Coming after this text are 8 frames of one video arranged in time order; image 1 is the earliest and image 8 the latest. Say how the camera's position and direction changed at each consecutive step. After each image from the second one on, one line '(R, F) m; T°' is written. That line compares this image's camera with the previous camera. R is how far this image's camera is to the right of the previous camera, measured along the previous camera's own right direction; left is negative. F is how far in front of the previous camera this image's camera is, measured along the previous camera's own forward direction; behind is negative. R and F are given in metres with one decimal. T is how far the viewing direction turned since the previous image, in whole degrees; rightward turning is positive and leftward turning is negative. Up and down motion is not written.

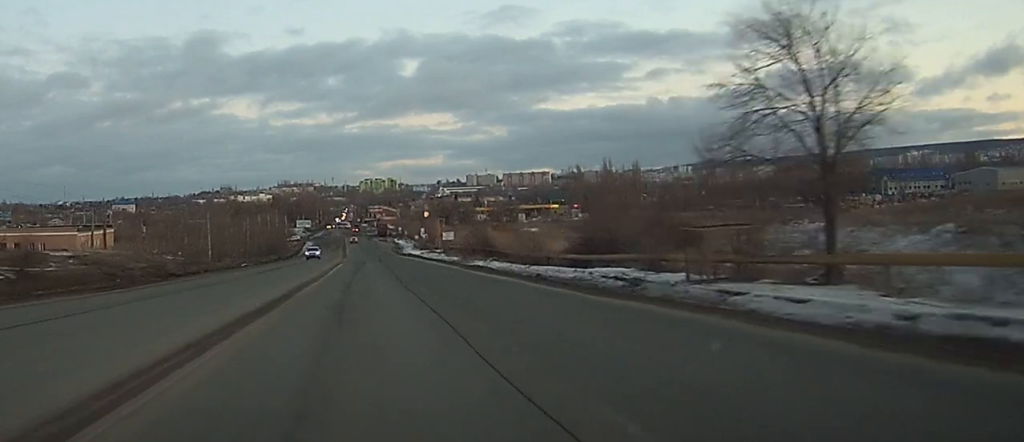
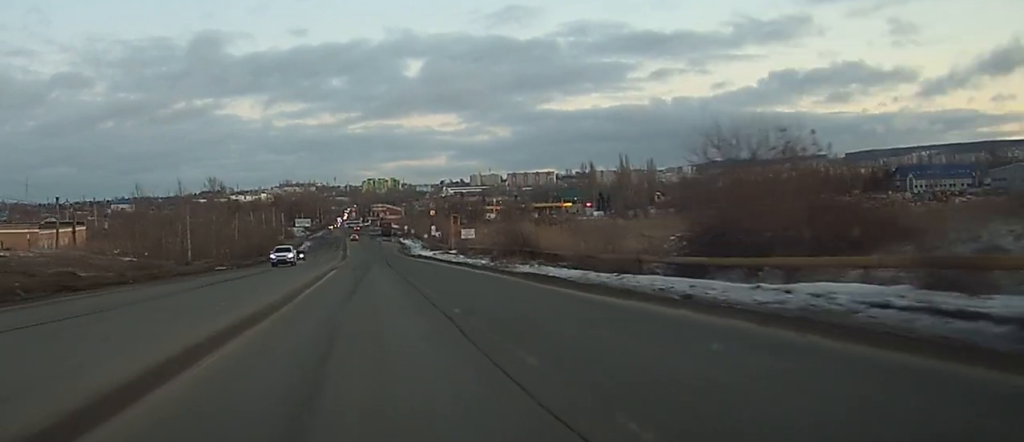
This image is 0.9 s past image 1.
(0.0, +19.7) m; 0°
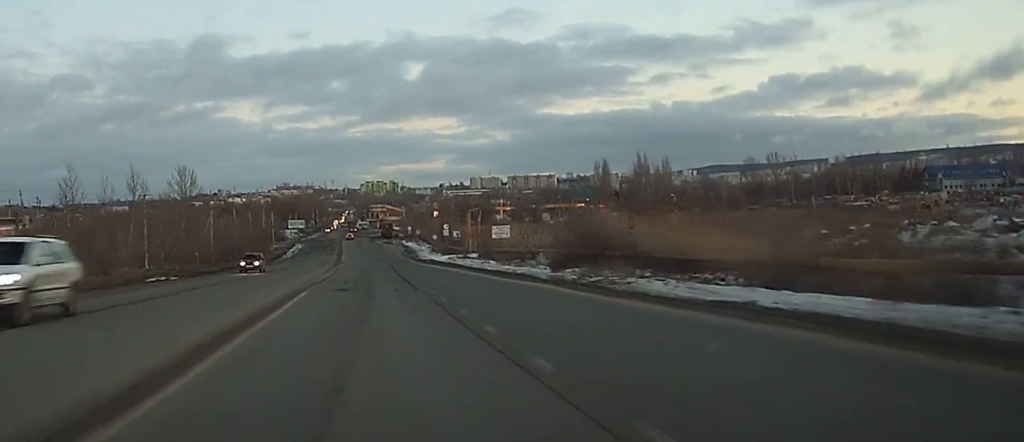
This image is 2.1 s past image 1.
(0.0, +24.5) m; 0°
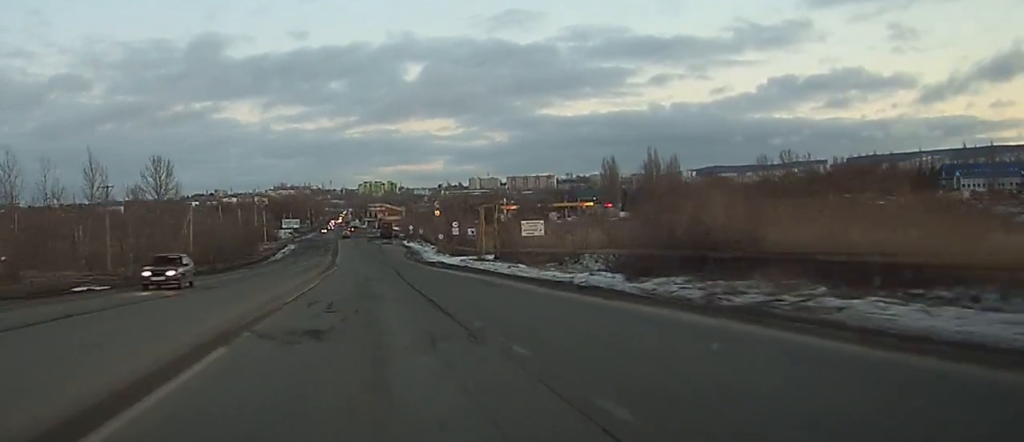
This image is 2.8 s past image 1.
(0.0, +14.6) m; 0°
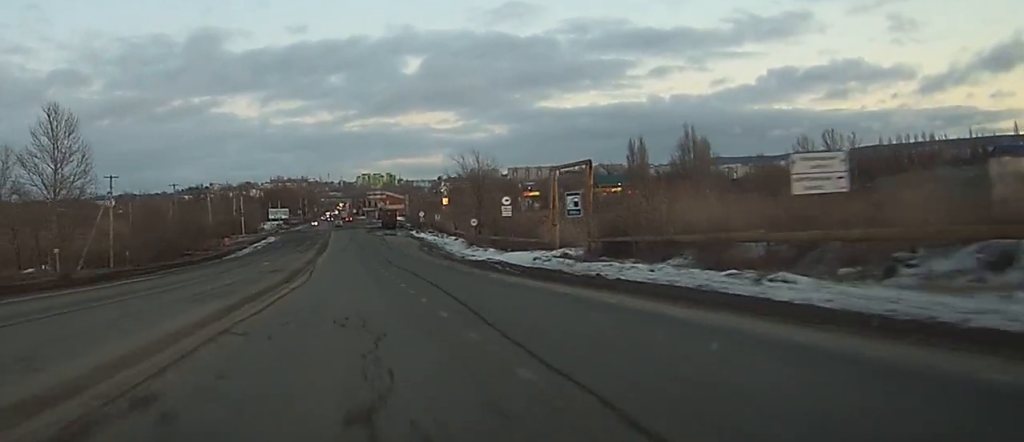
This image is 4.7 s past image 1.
(+0.1, +38.3) m; 0°
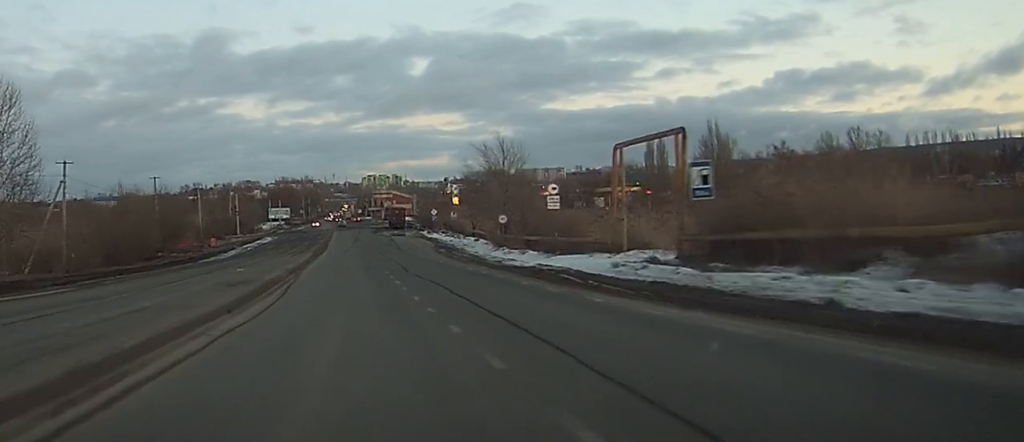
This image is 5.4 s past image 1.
(0.0, +15.2) m; 0°
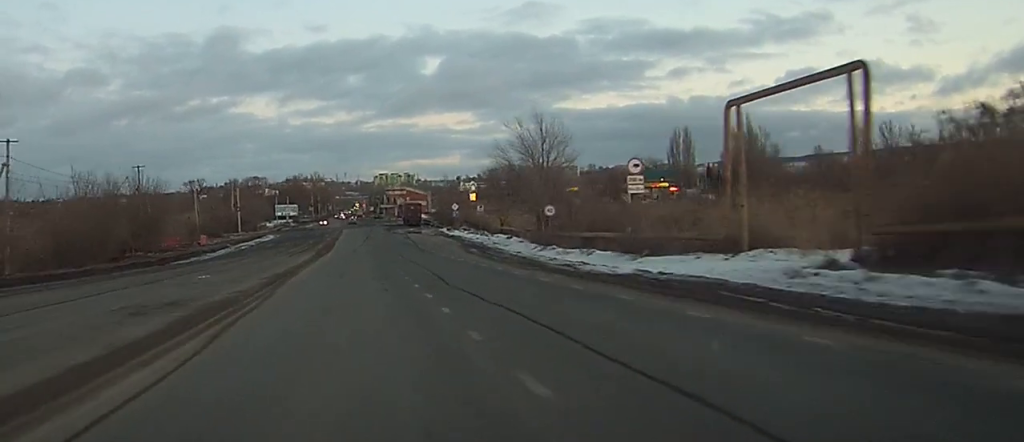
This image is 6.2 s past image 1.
(0.0, +14.2) m; 0°
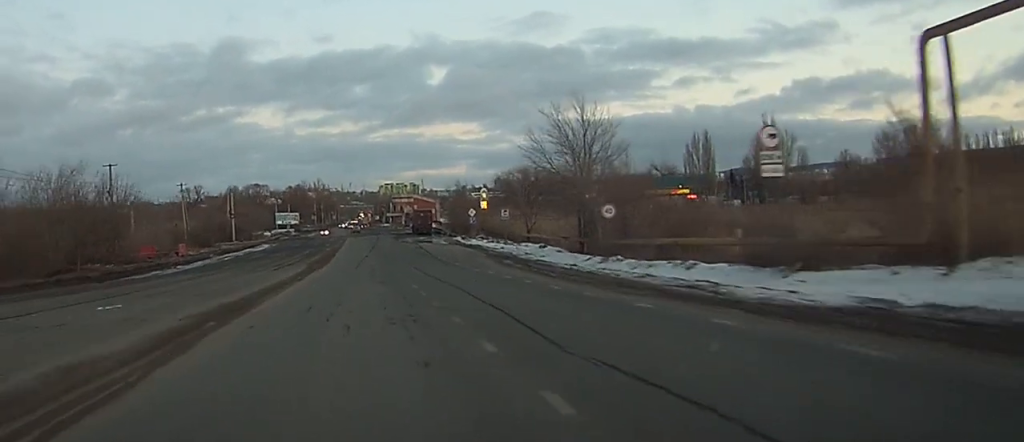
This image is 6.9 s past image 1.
(-0.1, +13.0) m; 0°
